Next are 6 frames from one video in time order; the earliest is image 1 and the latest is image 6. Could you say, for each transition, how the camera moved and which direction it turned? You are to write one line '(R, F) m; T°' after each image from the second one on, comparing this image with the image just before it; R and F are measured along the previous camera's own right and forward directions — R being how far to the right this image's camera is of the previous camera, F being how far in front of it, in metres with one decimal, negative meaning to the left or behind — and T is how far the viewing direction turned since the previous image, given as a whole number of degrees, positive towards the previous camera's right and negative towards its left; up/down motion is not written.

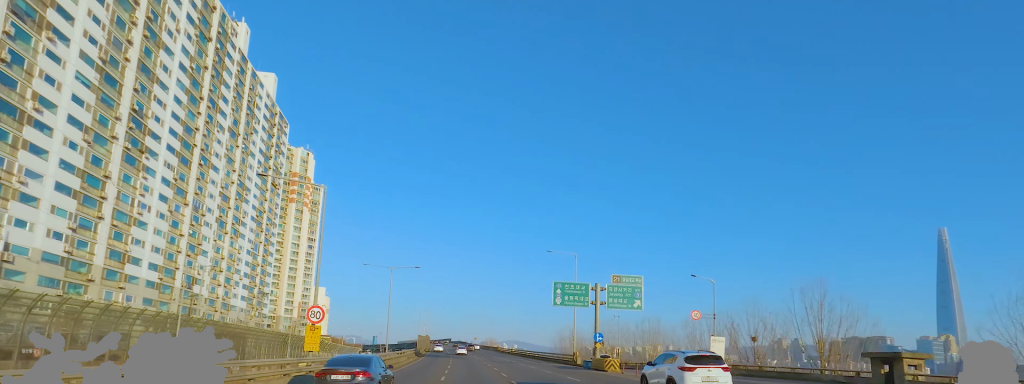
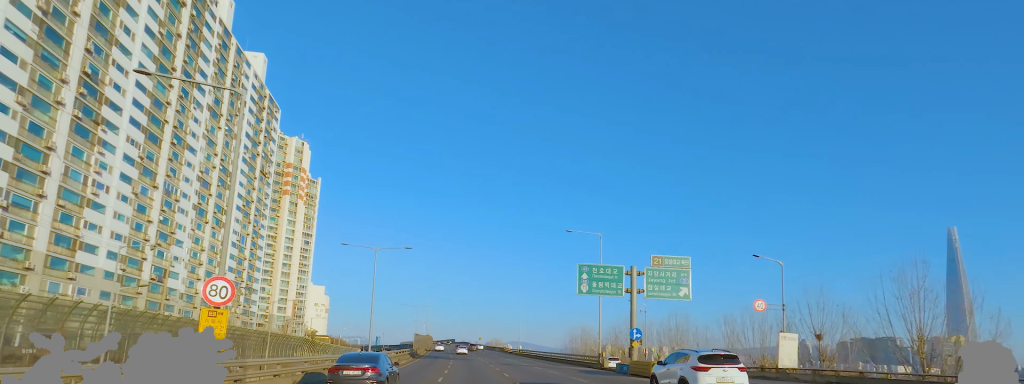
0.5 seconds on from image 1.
(0.0, +8.5) m; 0°
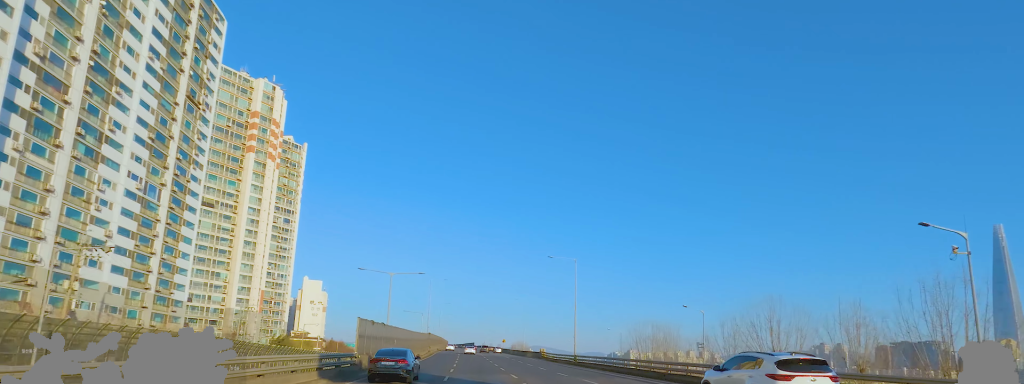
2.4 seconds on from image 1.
(-0.2, +33.0) m; -2°
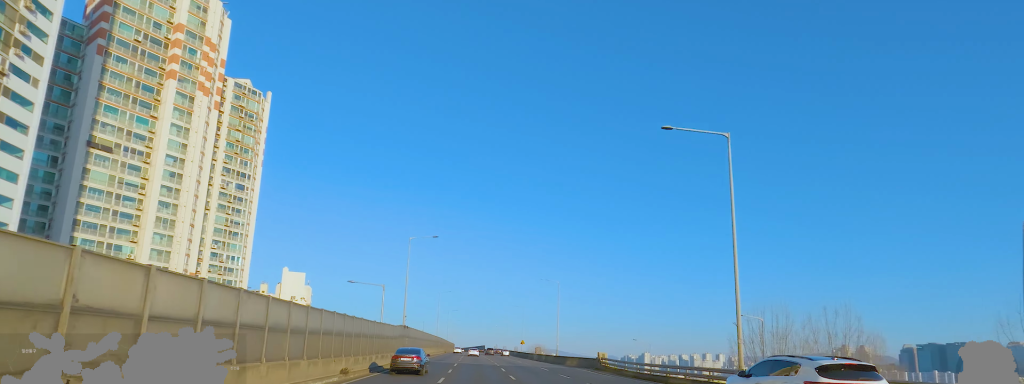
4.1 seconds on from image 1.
(-1.5, +31.1) m; -1°
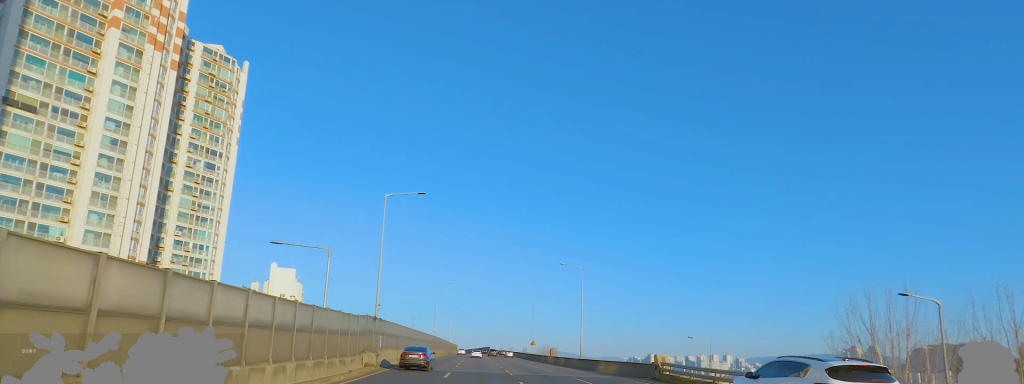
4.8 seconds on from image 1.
(+0.8, +14.0) m; 0°
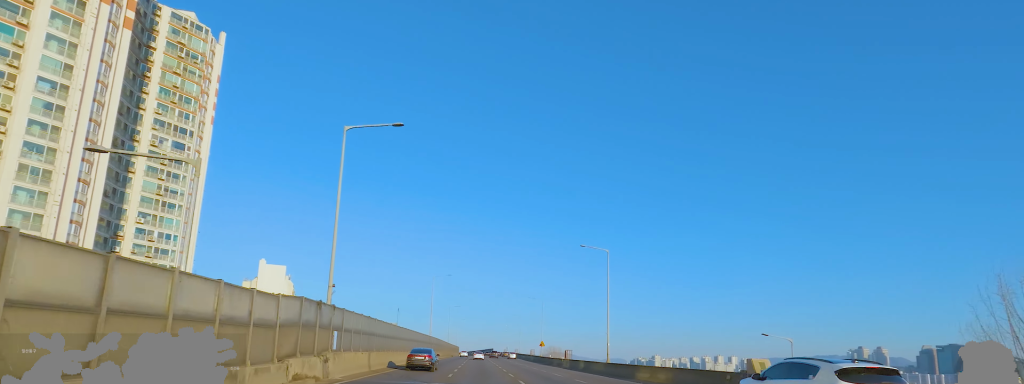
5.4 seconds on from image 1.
(-0.2, +11.2) m; 0°
